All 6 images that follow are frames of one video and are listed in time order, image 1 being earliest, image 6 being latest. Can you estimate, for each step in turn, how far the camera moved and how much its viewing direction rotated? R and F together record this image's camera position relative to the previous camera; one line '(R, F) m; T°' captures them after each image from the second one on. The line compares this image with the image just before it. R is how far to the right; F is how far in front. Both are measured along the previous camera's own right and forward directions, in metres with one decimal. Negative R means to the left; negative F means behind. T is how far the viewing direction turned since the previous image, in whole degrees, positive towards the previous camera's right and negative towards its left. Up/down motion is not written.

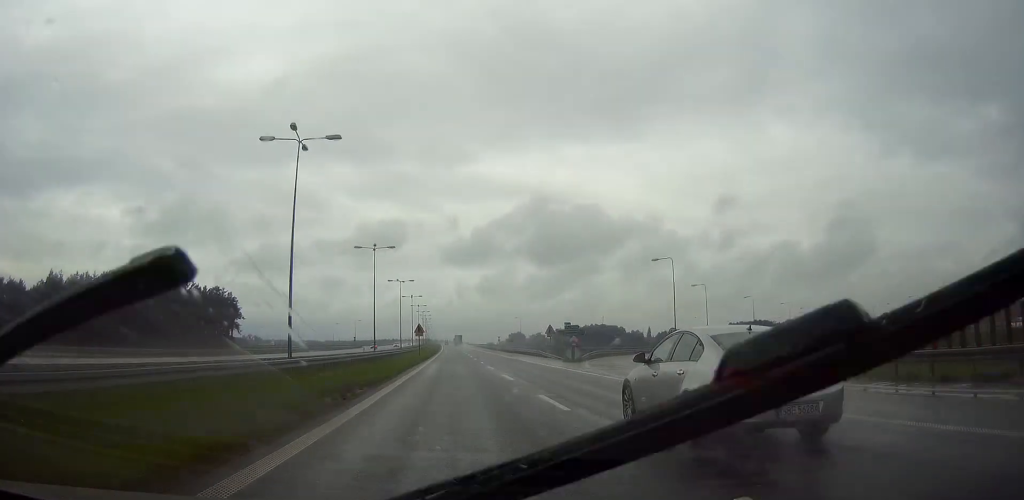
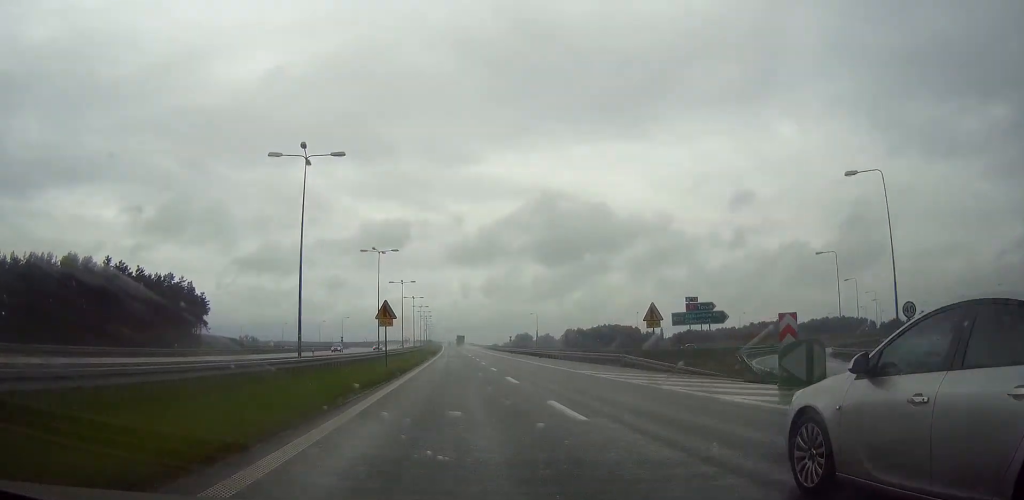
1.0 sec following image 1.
(-0.1, +37.5) m; 0°
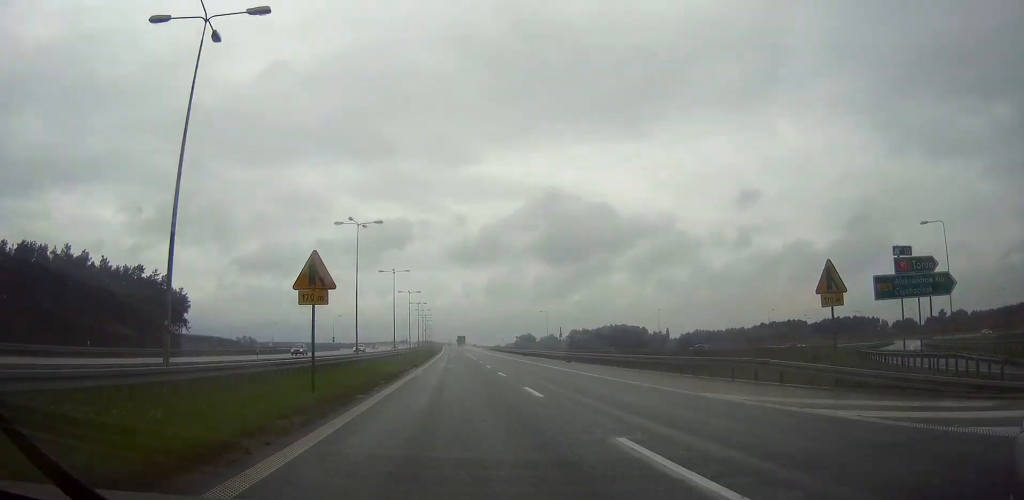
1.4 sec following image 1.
(0.0, +18.2) m; 0°
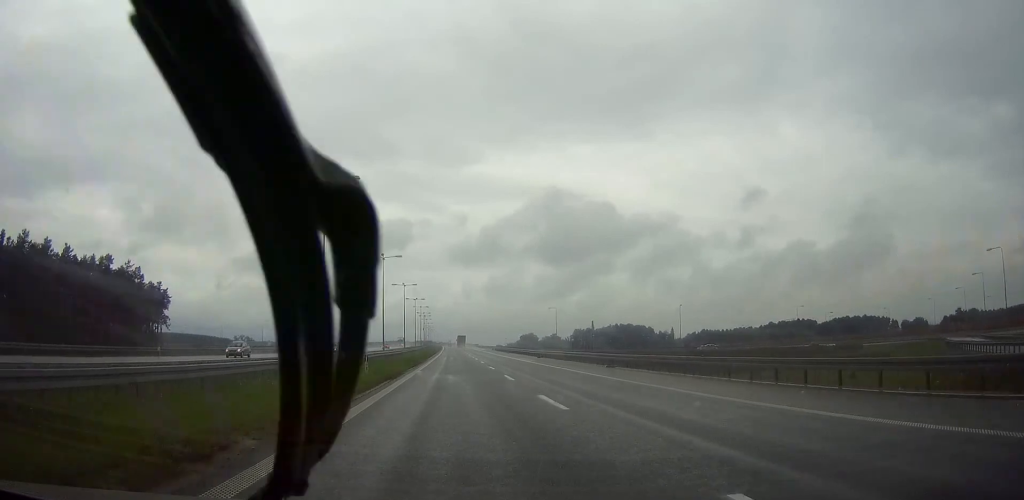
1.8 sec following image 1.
(0.0, +15.6) m; 0°
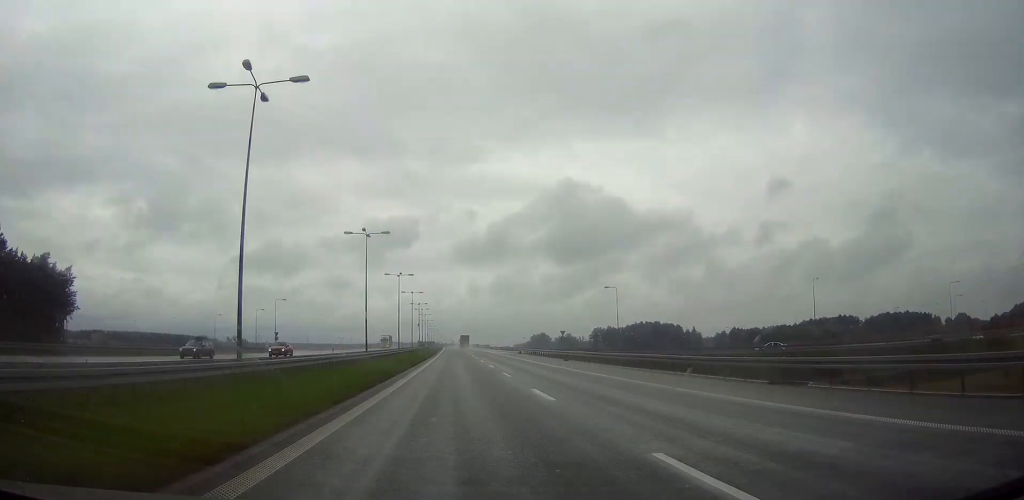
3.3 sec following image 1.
(-0.3, +57.2) m; 0°
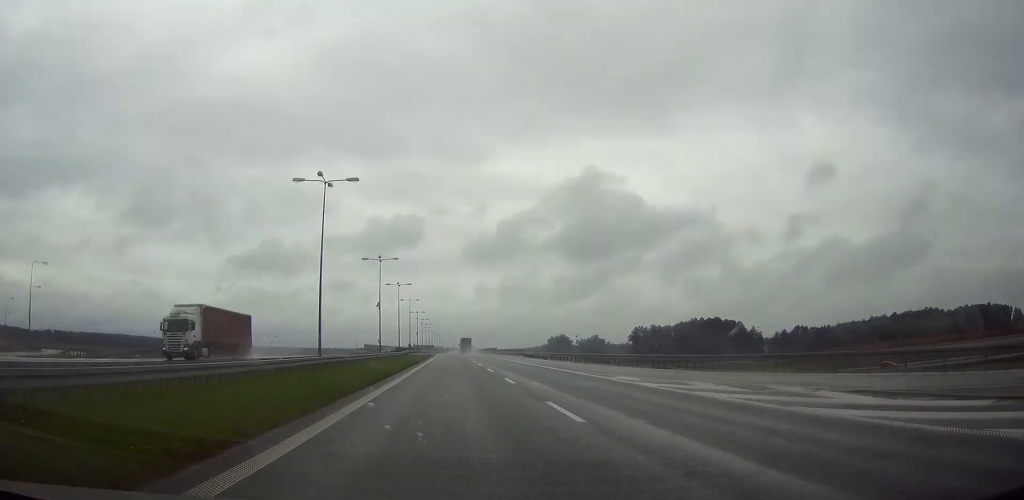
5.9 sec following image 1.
(+0.1, +100.0) m; 0°
